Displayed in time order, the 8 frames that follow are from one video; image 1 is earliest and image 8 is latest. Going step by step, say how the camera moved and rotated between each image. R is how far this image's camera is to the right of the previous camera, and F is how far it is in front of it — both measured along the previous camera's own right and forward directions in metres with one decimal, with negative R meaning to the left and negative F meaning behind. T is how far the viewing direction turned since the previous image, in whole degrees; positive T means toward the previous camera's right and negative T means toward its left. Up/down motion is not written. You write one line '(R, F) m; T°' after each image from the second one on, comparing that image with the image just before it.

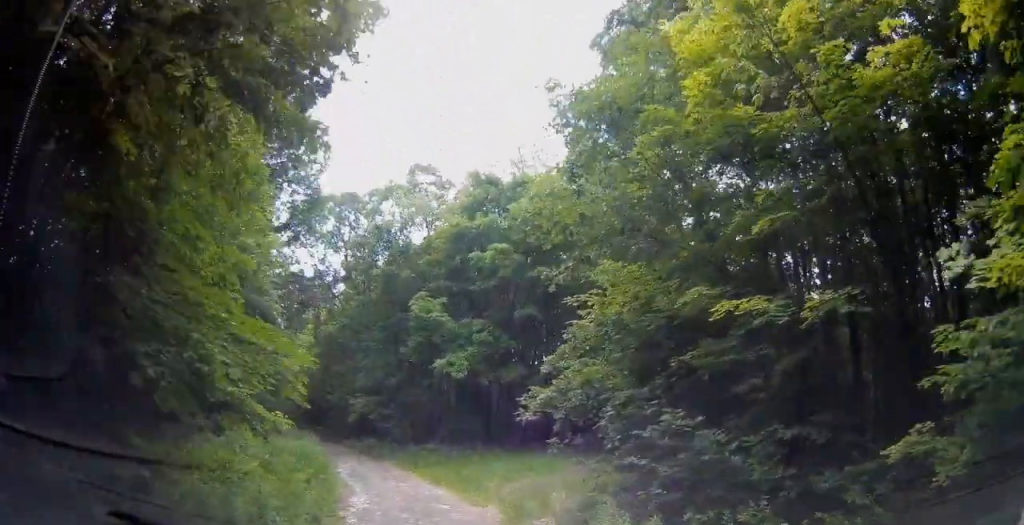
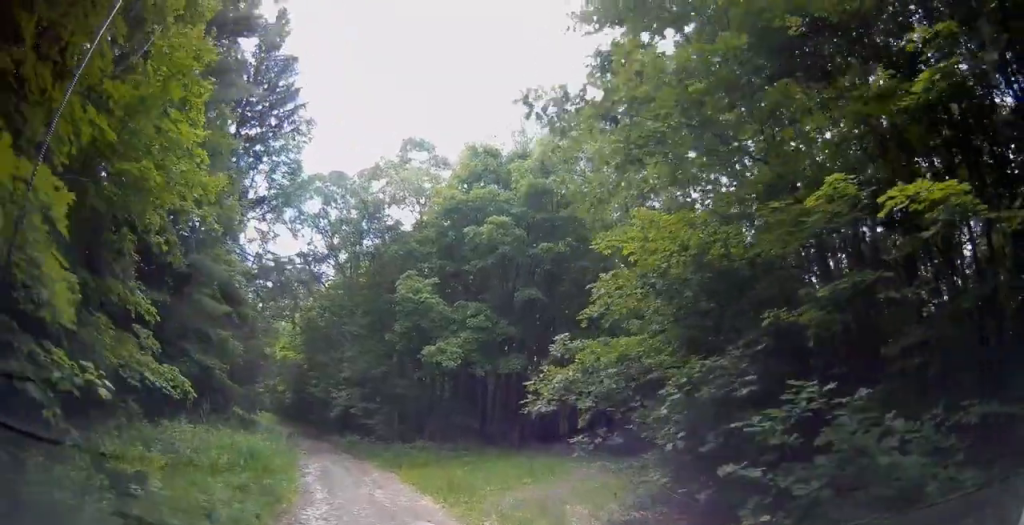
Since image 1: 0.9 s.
(0.0, +3.9) m; 0°
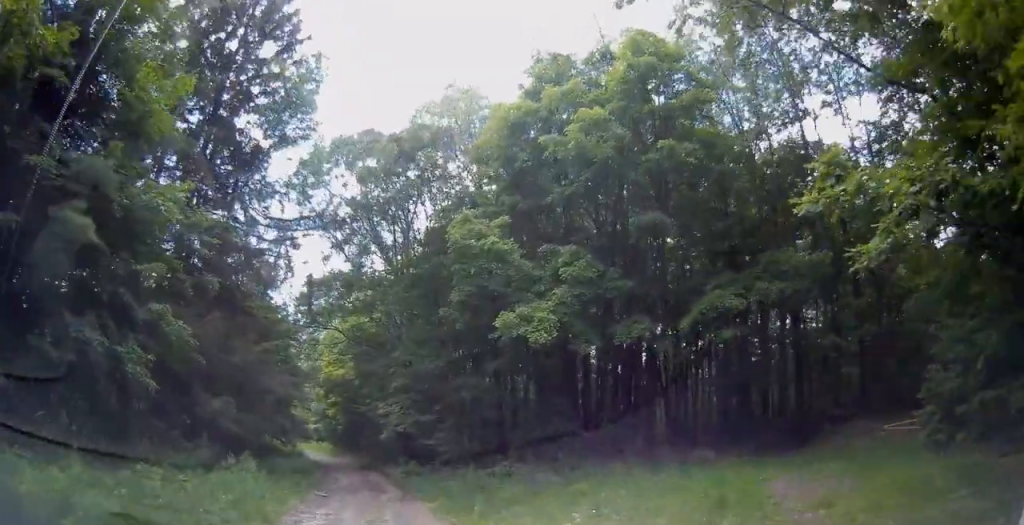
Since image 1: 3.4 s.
(0.0, +11.7) m; 0°
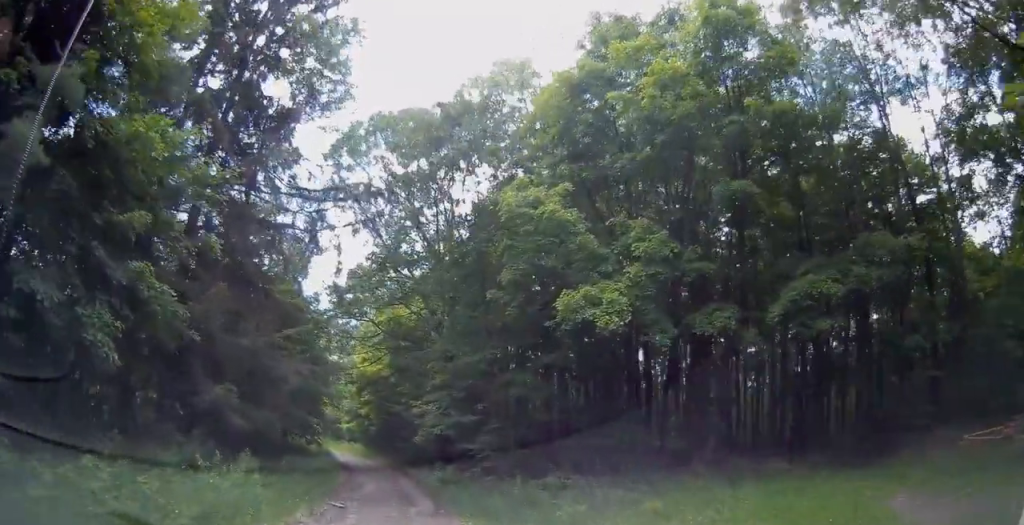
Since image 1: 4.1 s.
(0.0, +3.6) m; 0°
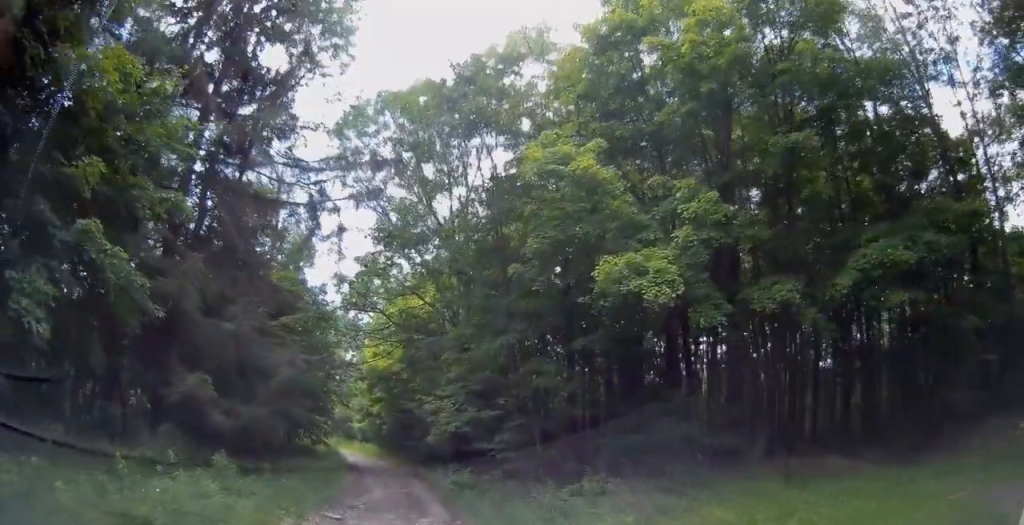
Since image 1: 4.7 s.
(0.0, +2.9) m; 0°
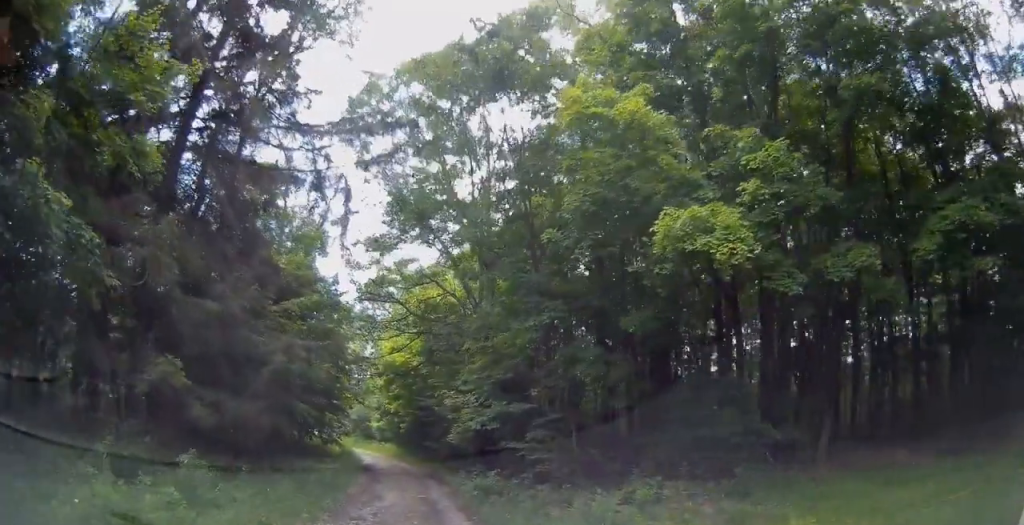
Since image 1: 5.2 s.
(0.0, +2.8) m; 0°
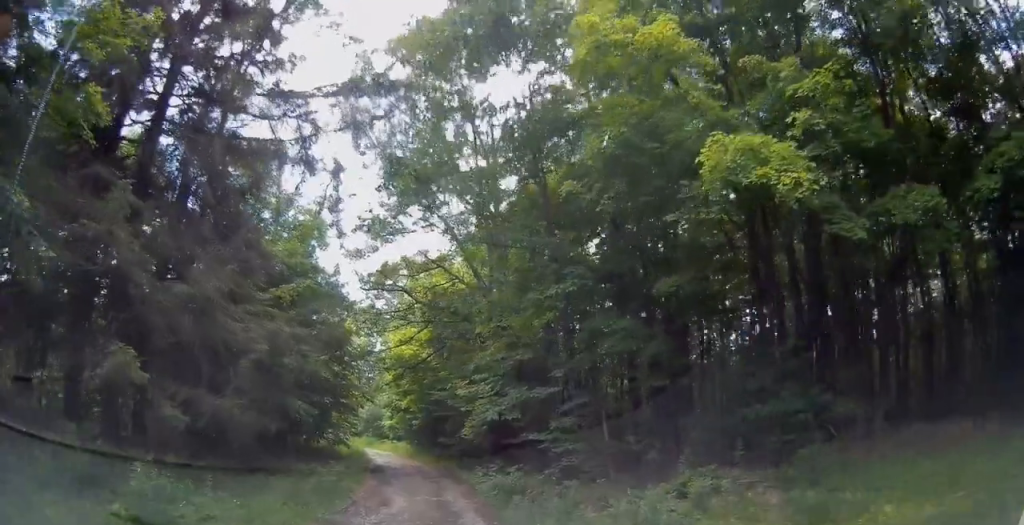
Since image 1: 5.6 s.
(0.0, +2.3) m; 0°
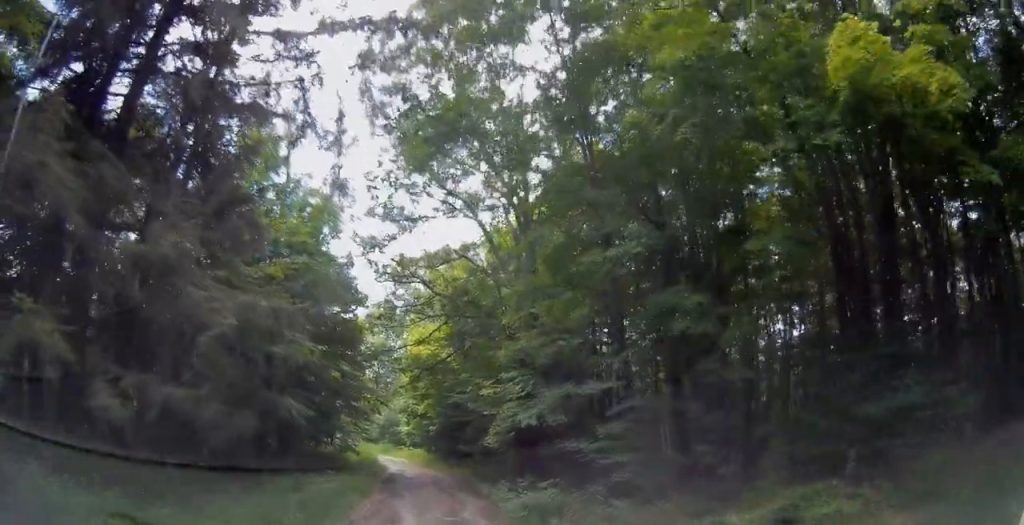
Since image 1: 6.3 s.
(0.0, +3.4) m; 0°
